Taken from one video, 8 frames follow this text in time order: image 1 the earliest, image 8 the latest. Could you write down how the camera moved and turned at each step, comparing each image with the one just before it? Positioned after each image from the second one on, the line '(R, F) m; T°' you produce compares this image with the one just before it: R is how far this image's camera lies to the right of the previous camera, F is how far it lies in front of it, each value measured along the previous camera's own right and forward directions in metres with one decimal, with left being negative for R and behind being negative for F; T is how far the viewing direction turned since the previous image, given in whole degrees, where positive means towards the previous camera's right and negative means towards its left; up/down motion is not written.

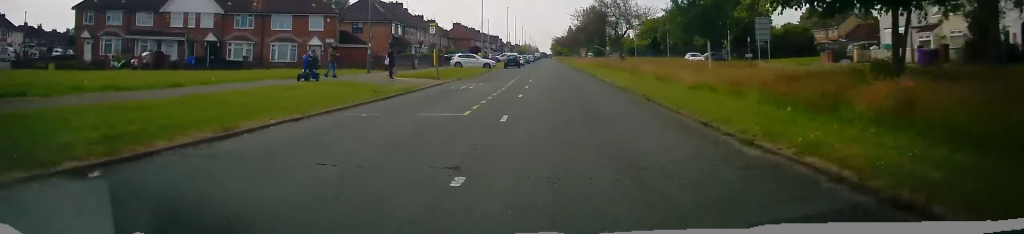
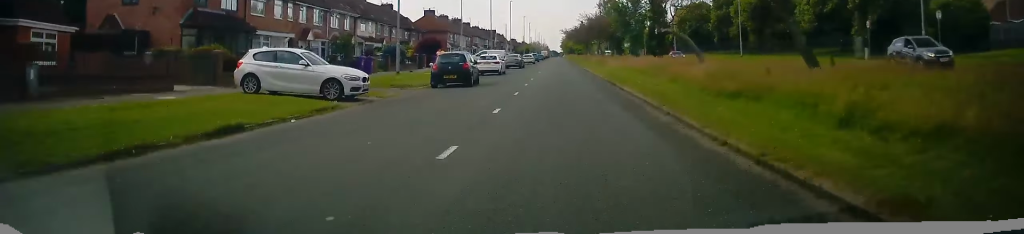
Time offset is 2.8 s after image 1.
(-0.4, +39.8) m; -2°
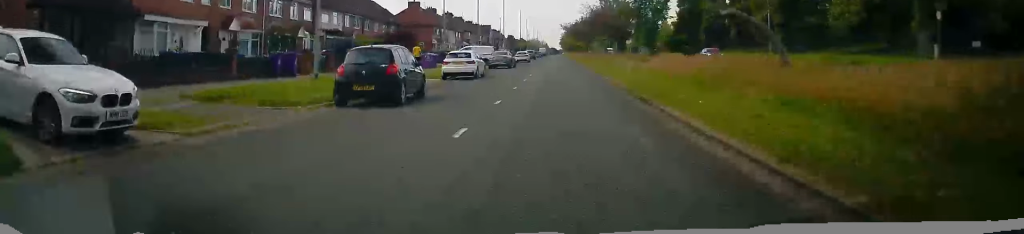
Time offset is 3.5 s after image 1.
(0.0, +10.6) m; 0°
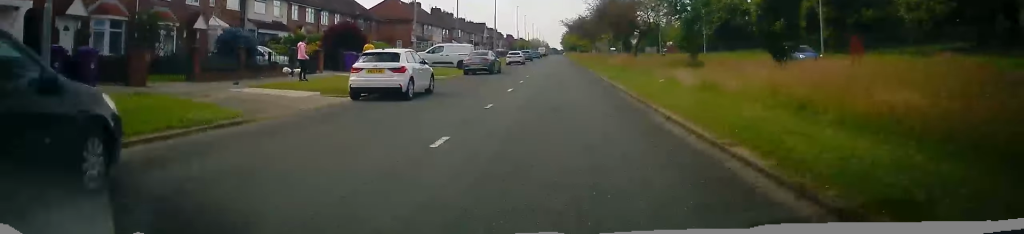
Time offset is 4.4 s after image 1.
(-0.1, +12.8) m; 0°
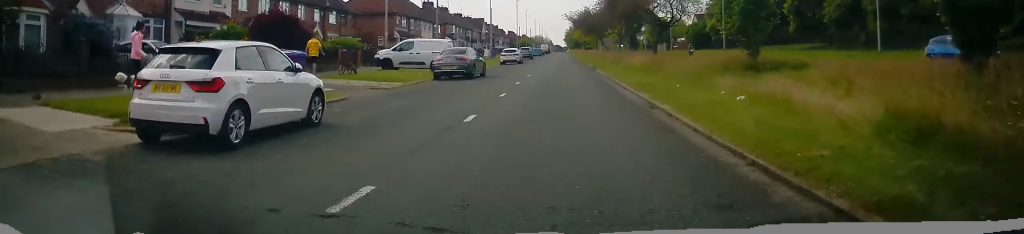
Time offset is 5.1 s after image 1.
(0.0, +9.3) m; 0°
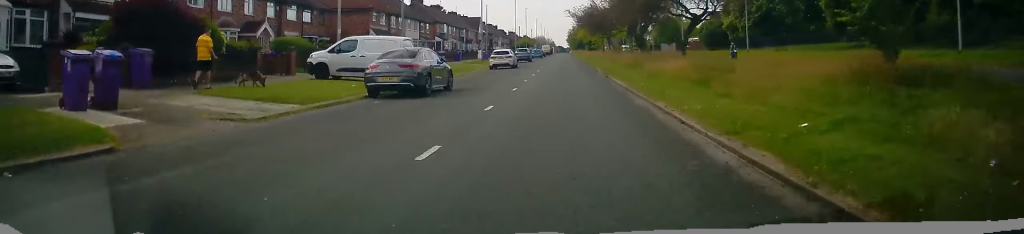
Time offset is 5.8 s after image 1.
(-0.1, +9.4) m; 0°
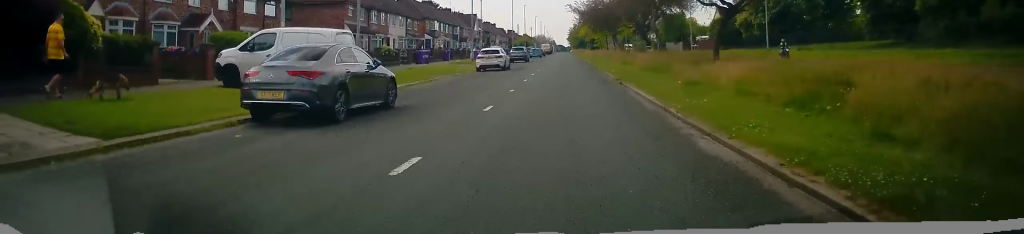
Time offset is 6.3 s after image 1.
(0.0, +7.1) m; 0°
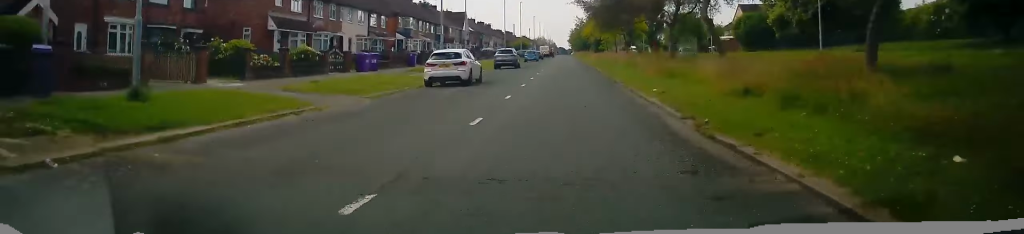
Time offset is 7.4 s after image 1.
(+0.1, +14.1) m; 0°
